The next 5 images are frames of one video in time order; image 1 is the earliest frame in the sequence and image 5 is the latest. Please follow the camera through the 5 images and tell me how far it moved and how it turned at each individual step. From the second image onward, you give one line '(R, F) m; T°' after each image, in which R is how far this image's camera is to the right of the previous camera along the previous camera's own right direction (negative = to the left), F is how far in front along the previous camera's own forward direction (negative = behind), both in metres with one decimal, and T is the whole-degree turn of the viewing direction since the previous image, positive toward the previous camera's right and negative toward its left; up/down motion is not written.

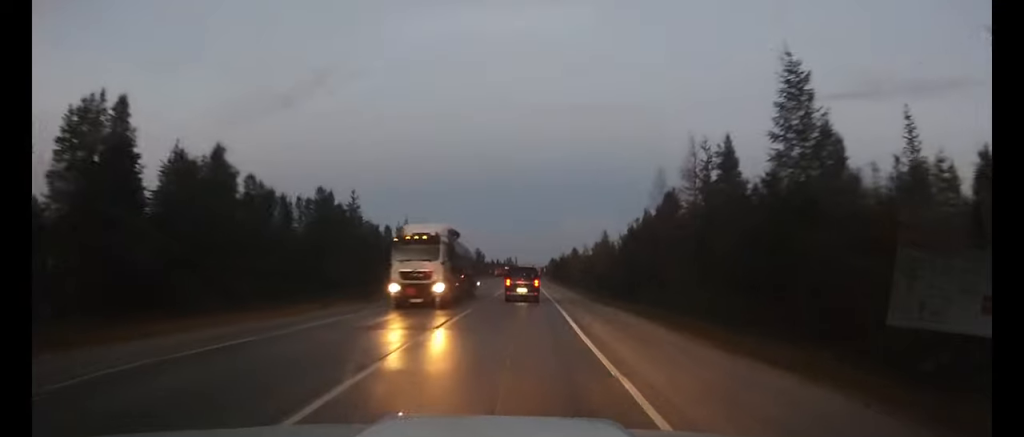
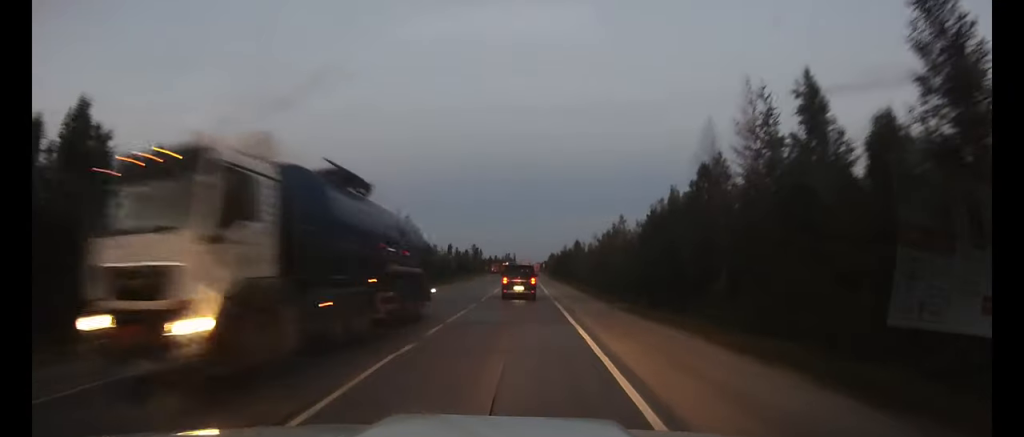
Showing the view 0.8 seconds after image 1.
(0.0, +10.7) m; 0°
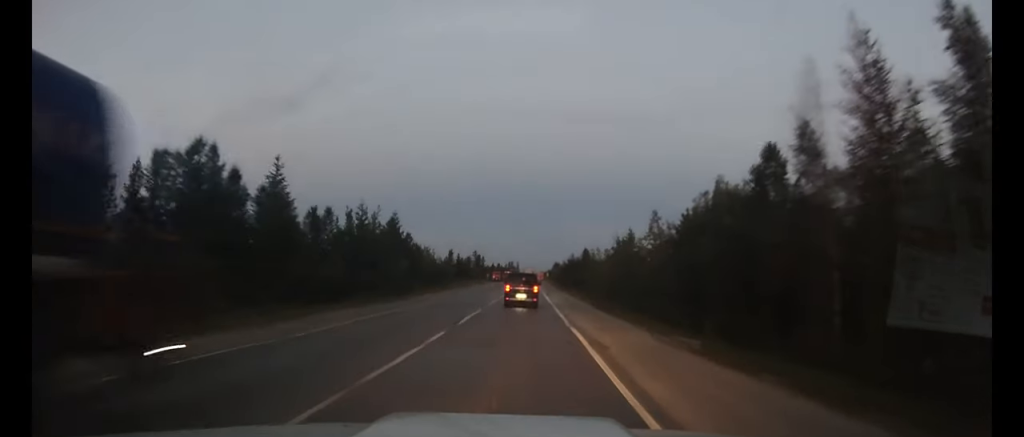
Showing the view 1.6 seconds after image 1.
(0.0, +9.4) m; 0°
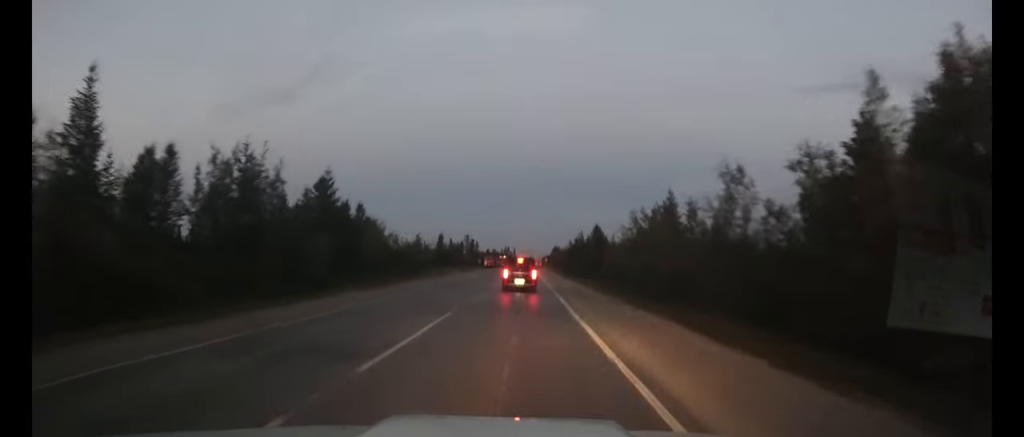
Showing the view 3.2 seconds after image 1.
(-0.1, +21.3) m; 0°
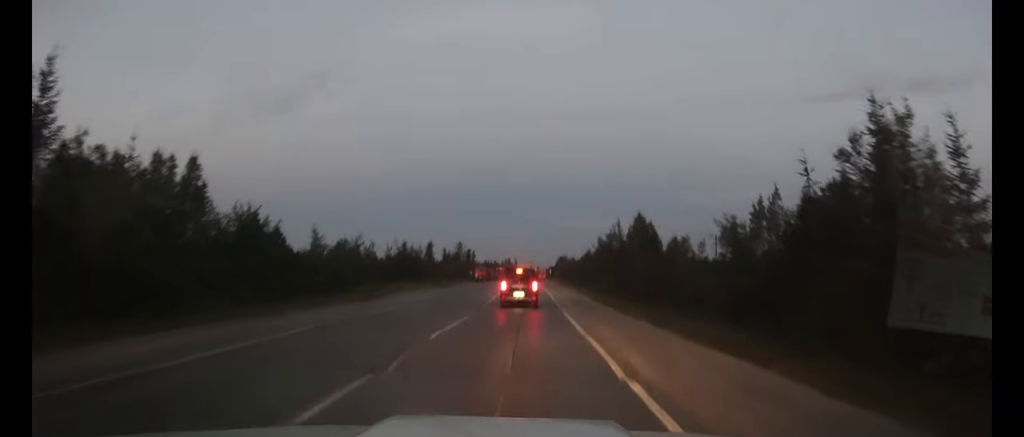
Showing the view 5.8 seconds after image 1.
(+0.1, +31.5) m; 0°
